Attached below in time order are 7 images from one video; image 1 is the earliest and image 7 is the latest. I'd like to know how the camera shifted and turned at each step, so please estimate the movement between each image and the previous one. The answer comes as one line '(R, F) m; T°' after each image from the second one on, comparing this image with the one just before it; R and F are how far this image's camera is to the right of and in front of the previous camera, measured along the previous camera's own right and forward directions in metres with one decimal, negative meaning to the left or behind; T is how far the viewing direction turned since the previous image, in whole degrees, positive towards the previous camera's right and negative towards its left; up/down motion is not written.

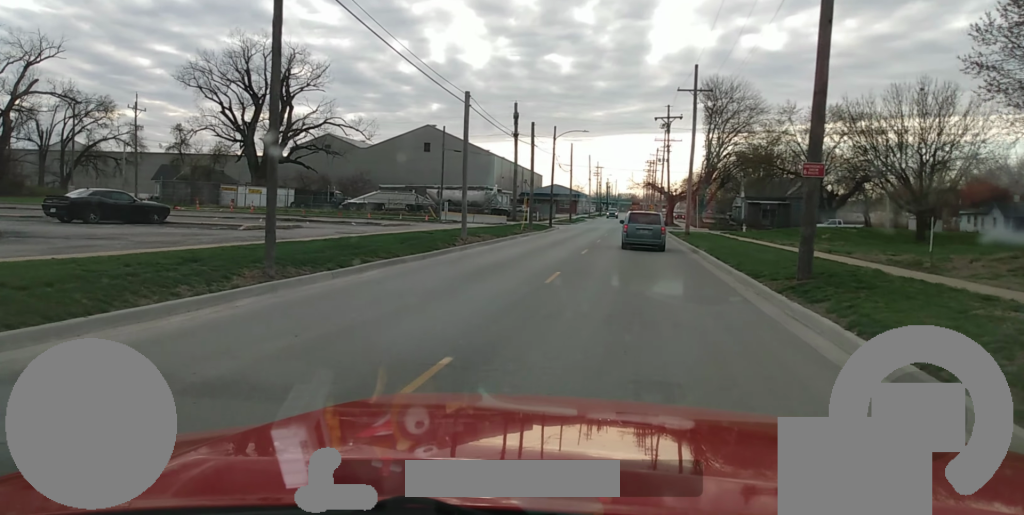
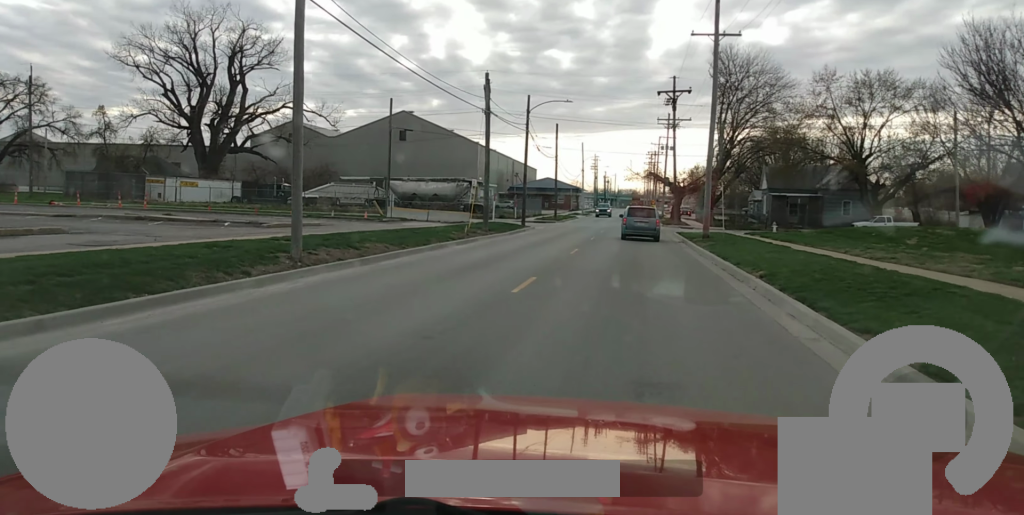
(+0.7, +14.2) m; +2°
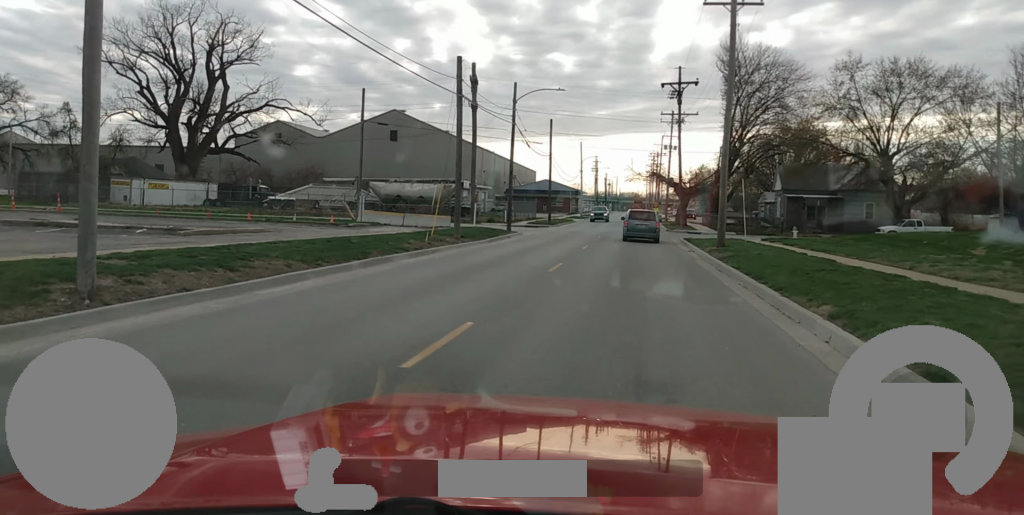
(-0.1, +6.3) m; -1°
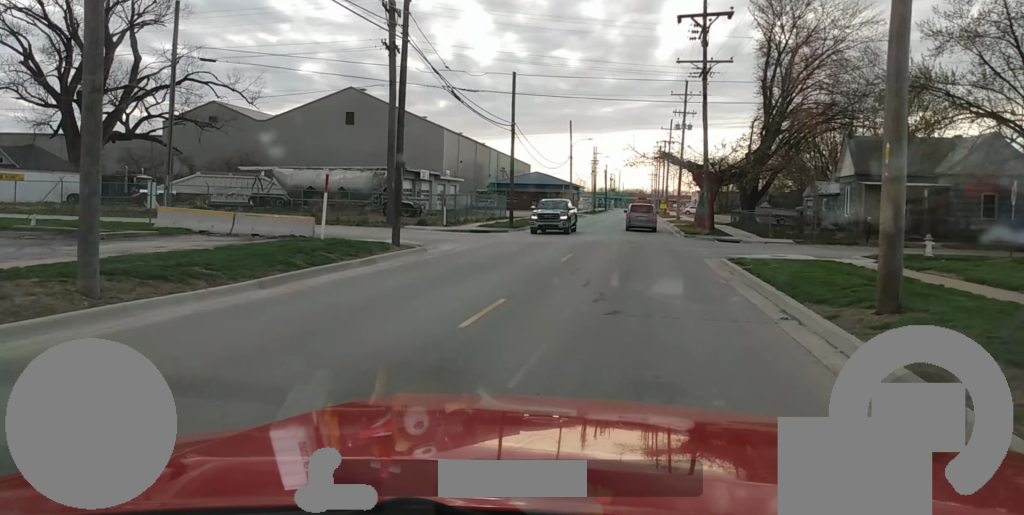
(-0.1, +20.7) m; +1°
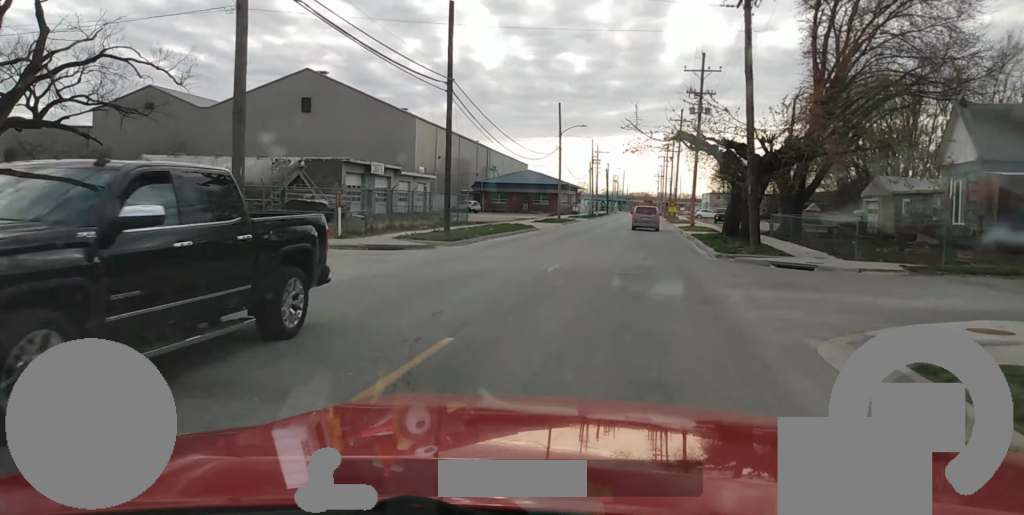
(+0.2, +15.8) m; +1°
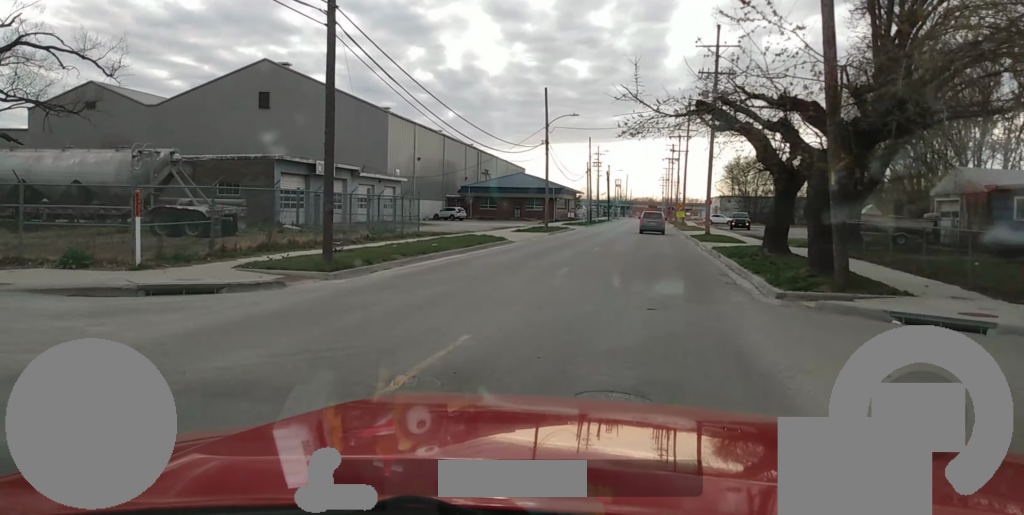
(0.0, +11.8) m; 0°
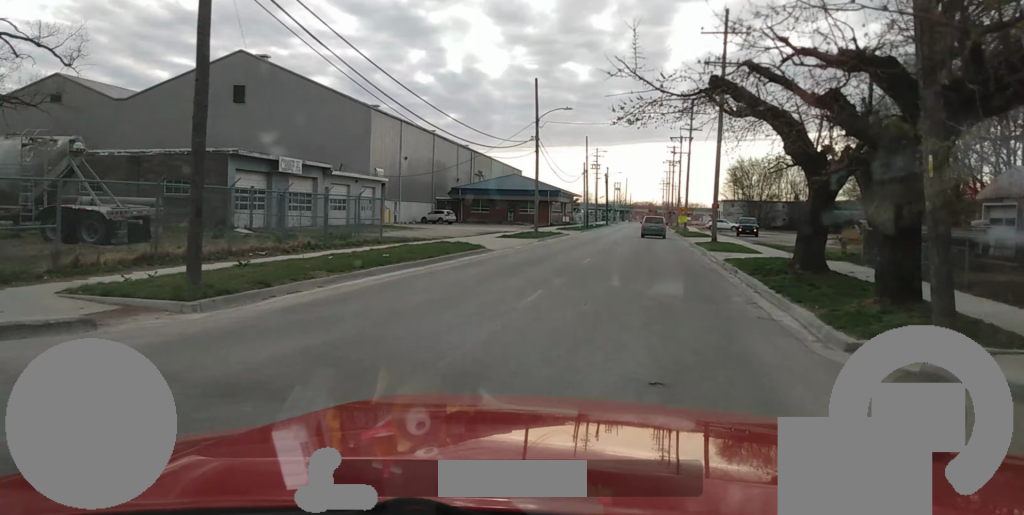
(0.0, +5.5) m; 0°
